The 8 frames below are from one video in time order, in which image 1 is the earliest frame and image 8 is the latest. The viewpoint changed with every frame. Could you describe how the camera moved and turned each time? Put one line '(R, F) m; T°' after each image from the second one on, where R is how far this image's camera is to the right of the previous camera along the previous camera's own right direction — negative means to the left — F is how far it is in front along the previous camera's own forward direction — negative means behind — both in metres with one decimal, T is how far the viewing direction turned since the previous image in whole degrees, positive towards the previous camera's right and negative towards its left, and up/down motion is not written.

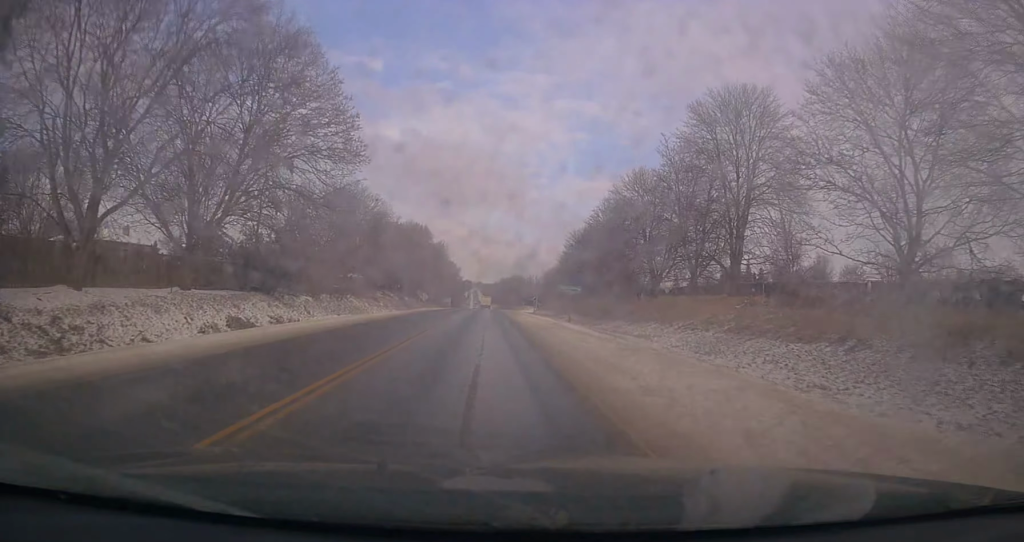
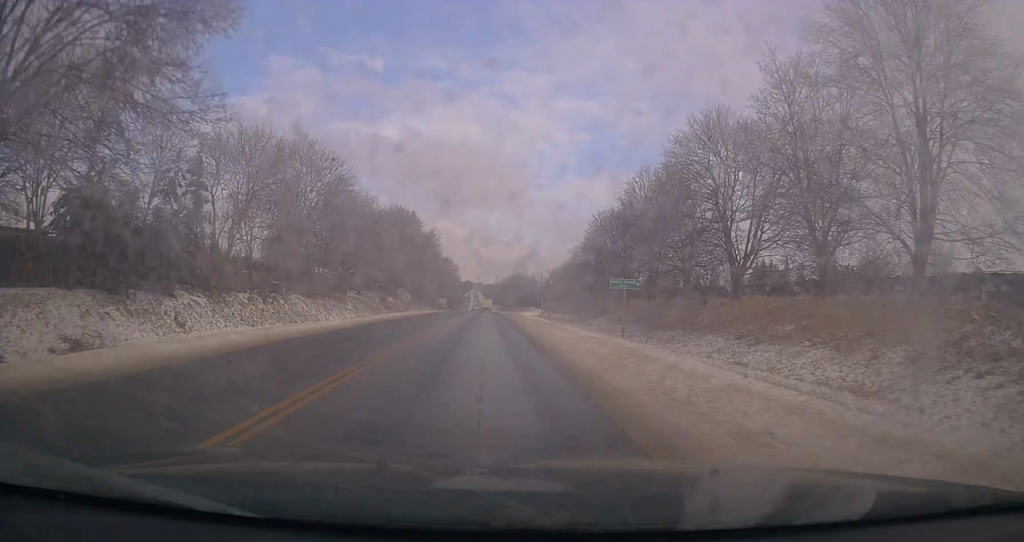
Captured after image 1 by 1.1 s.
(+0.5, +19.5) m; 0°
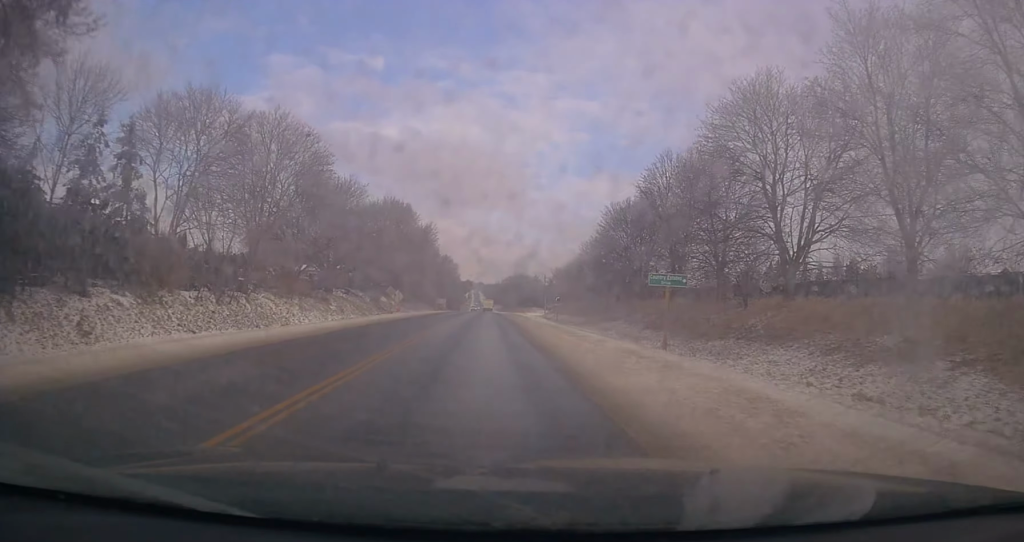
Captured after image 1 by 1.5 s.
(+0.1, +7.1) m; 0°
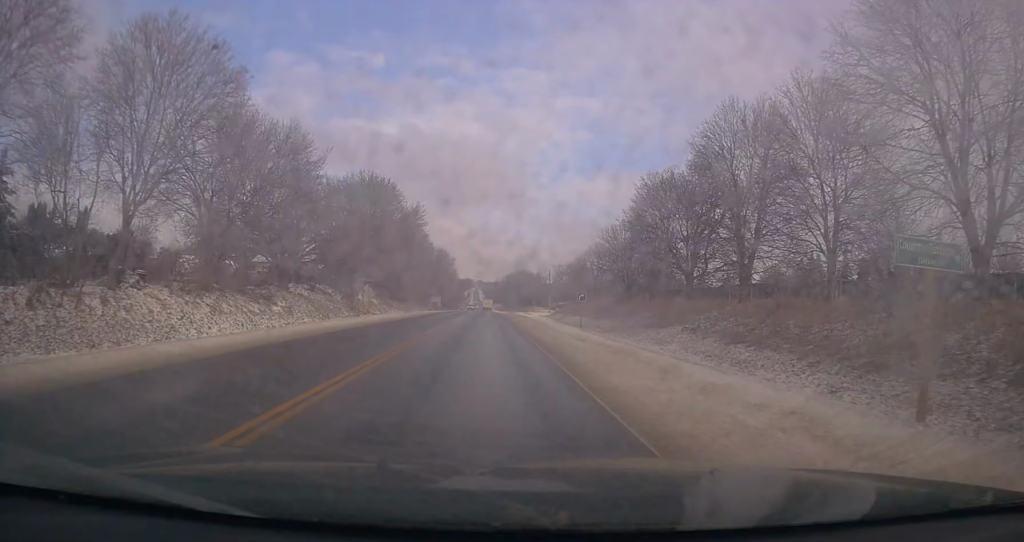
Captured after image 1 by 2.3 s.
(-0.5, +14.7) m; -1°
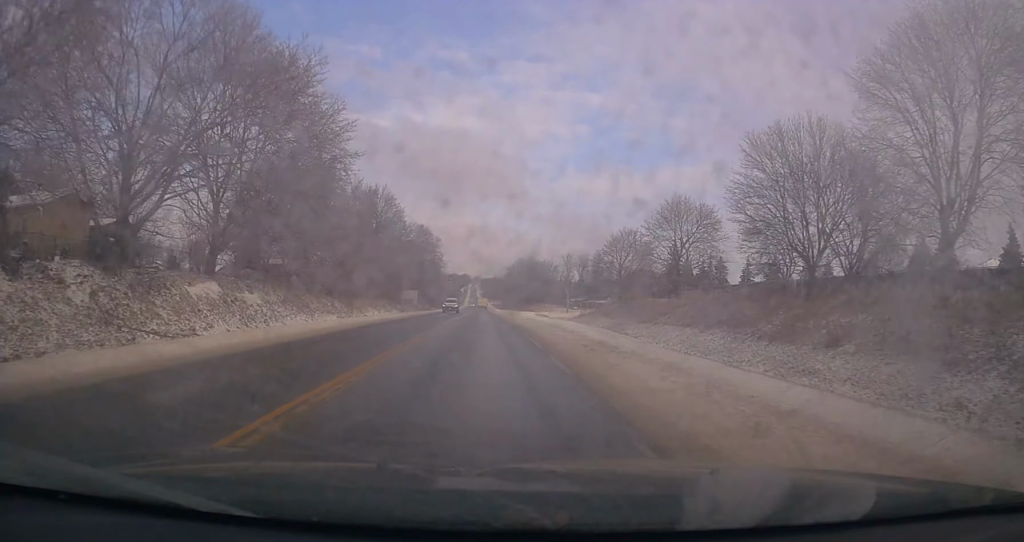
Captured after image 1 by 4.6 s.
(+0.6, +40.6) m; +1°
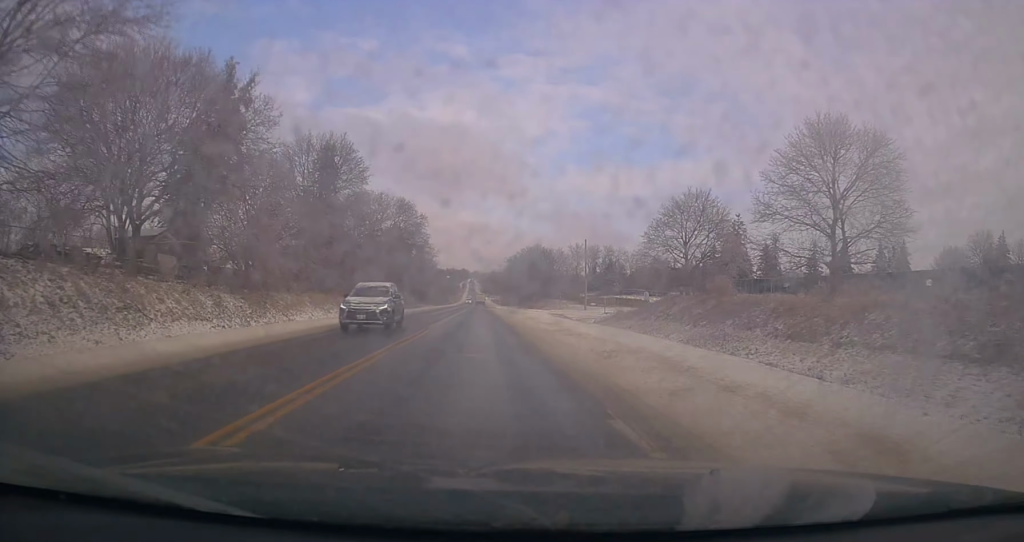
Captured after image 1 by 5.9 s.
(+0.1, +24.3) m; +1°
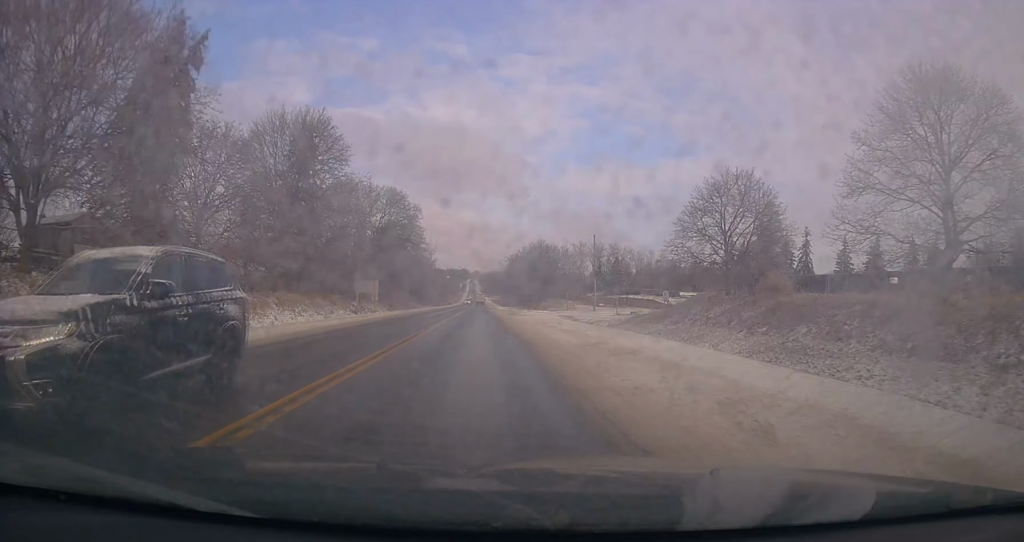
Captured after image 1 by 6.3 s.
(0.0, +8.8) m; +1°
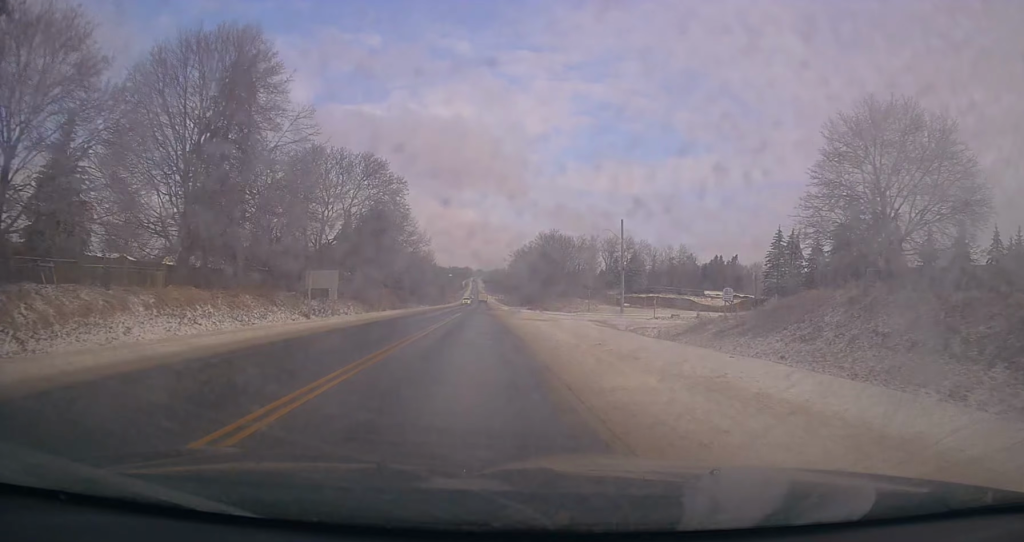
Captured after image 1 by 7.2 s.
(+0.3, +17.2) m; -1°
